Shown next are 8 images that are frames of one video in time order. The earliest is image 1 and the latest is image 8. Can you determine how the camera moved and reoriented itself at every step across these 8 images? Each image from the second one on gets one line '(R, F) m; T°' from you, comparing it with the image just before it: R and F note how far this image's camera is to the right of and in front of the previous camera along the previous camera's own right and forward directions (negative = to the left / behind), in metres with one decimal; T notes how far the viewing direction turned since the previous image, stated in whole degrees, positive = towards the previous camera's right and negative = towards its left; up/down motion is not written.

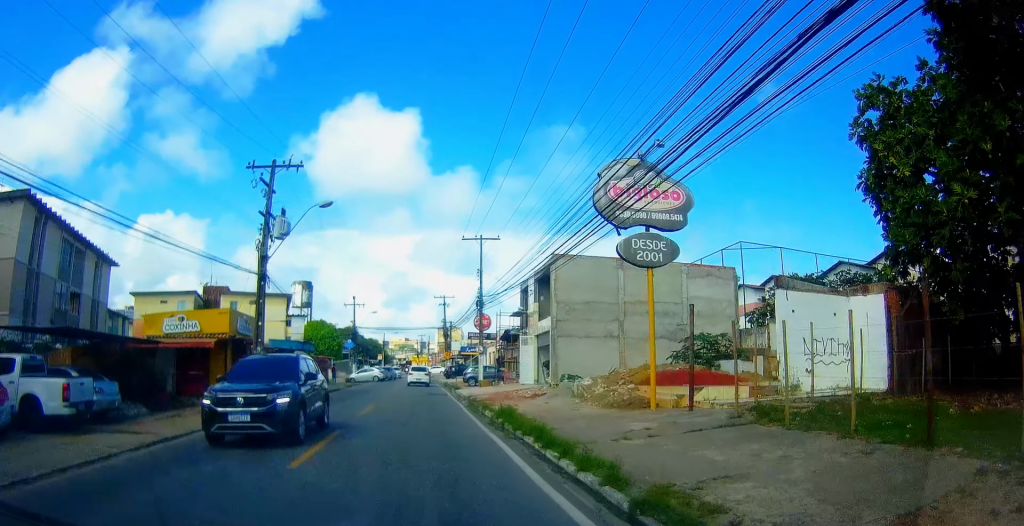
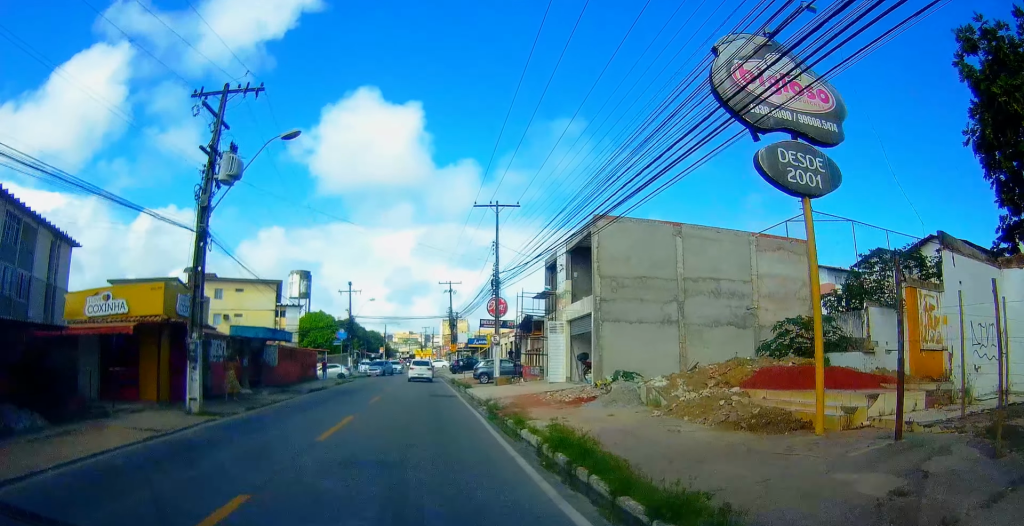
(0.0, +6.7) m; 0°
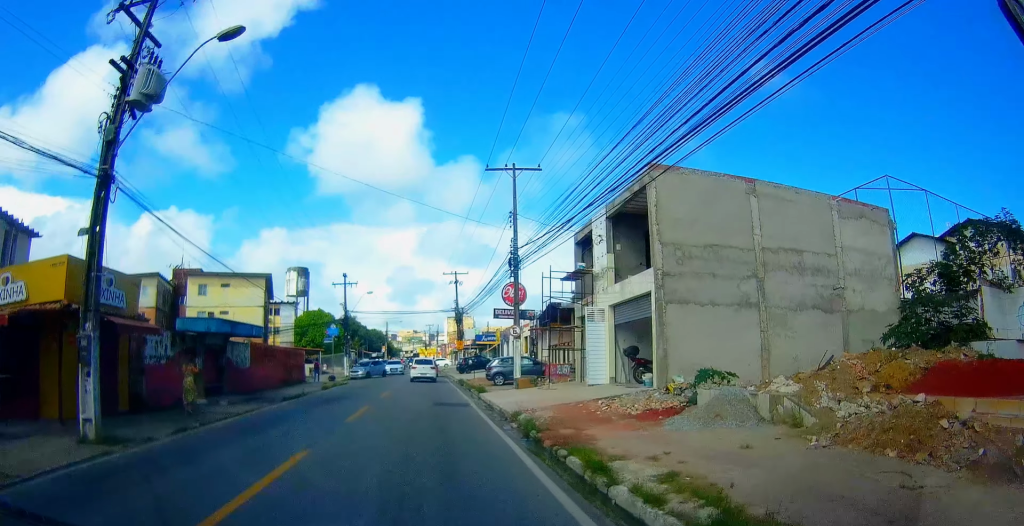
(0.0, +5.7) m; -1°
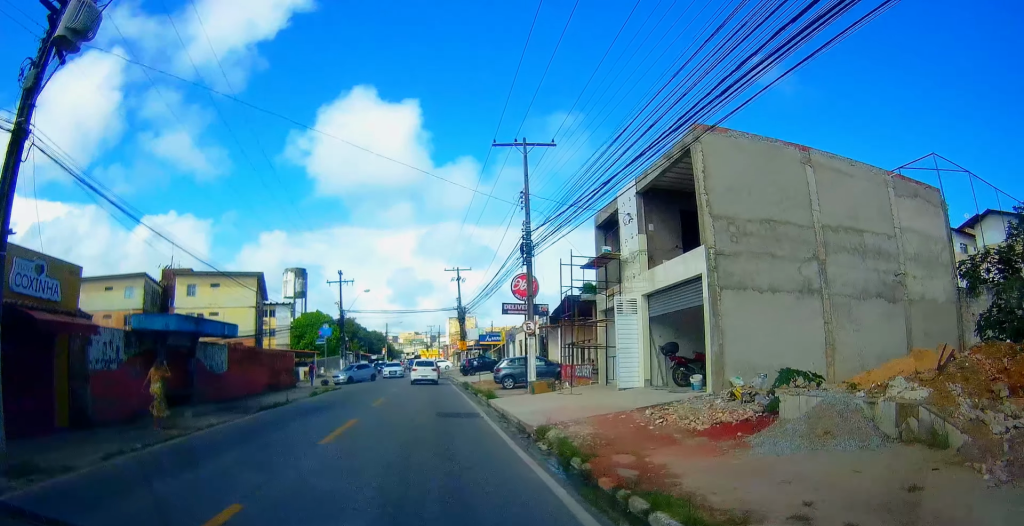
(0.0, +3.1) m; 0°
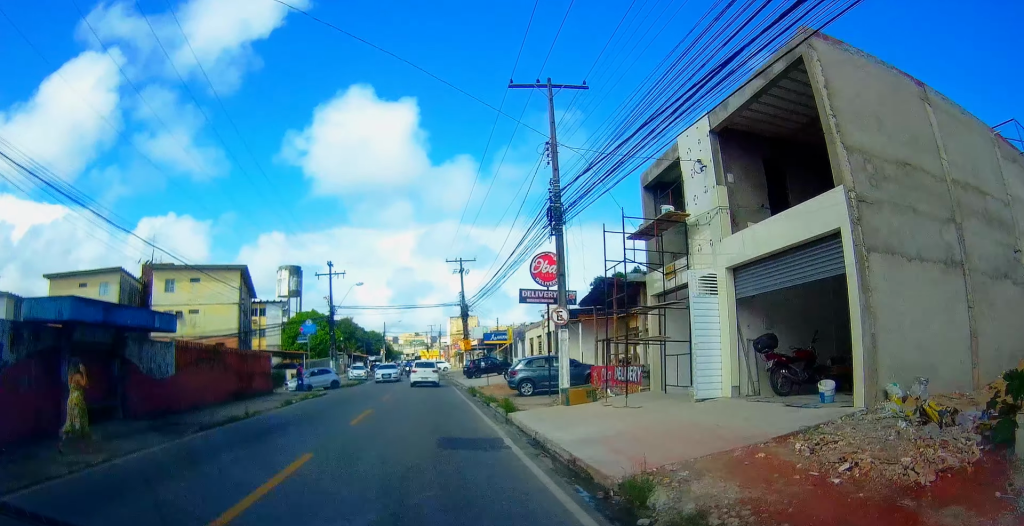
(0.0, +5.0) m; 0°
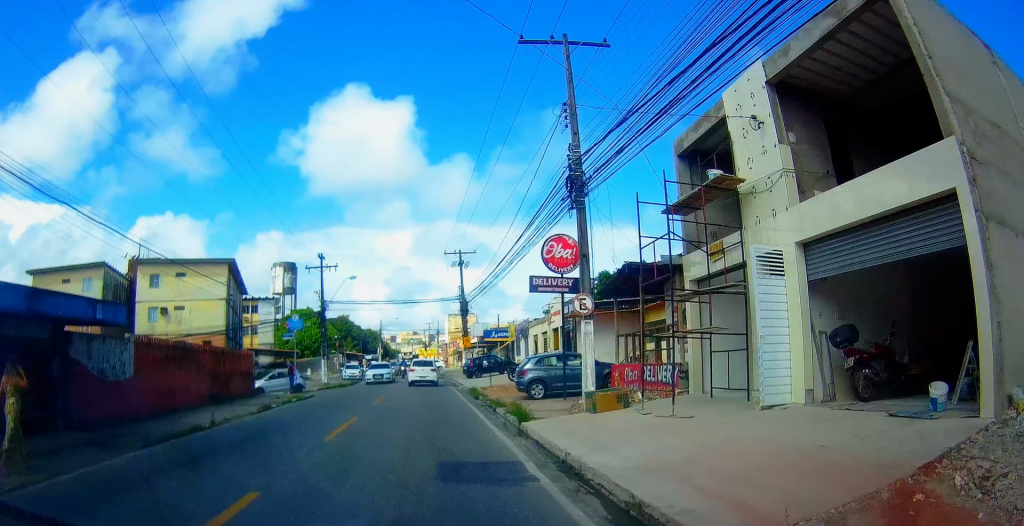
(0.0, +2.7) m; 0°
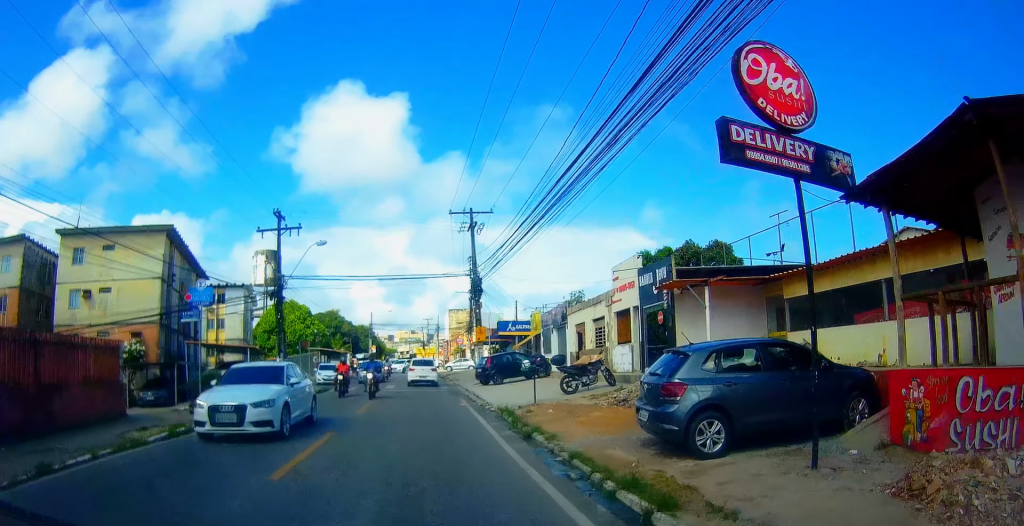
(+0.1, +12.9) m; +3°
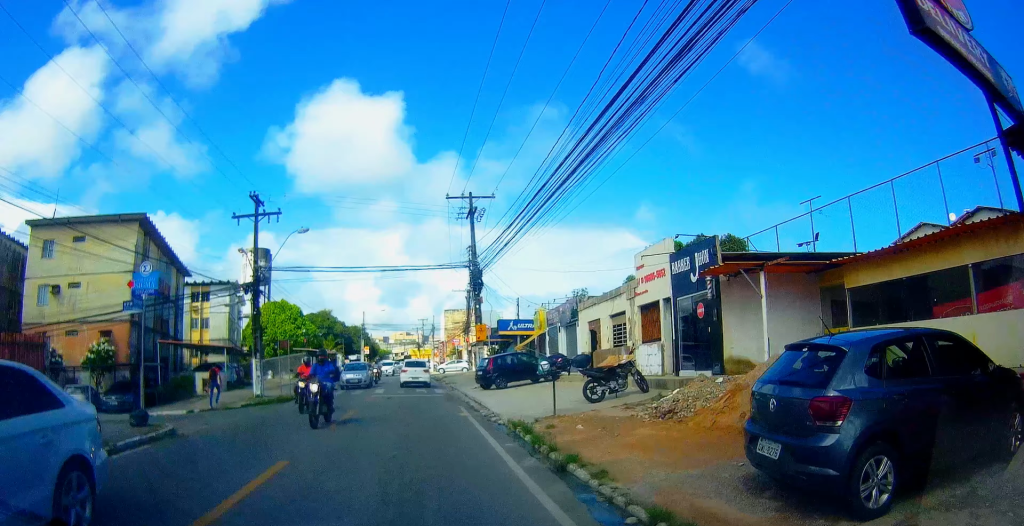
(+0.2, +3.4) m; 0°
